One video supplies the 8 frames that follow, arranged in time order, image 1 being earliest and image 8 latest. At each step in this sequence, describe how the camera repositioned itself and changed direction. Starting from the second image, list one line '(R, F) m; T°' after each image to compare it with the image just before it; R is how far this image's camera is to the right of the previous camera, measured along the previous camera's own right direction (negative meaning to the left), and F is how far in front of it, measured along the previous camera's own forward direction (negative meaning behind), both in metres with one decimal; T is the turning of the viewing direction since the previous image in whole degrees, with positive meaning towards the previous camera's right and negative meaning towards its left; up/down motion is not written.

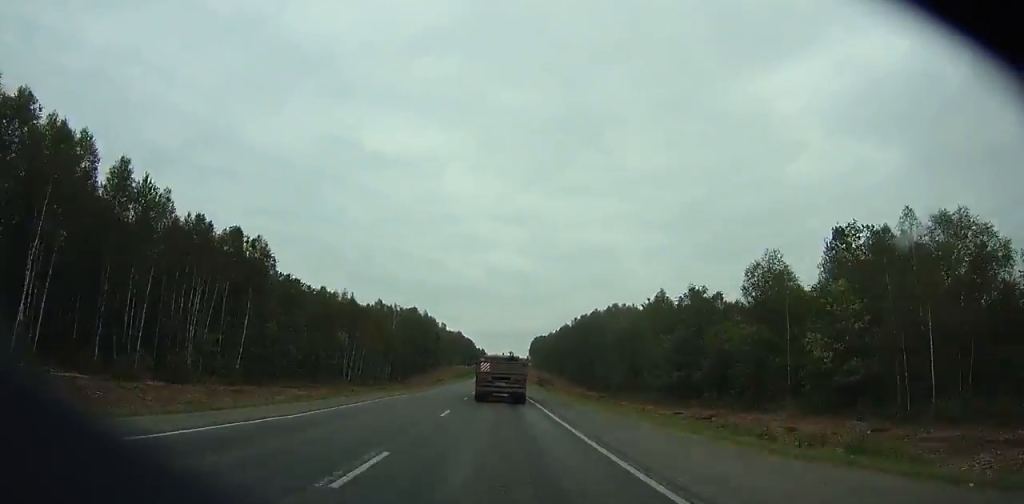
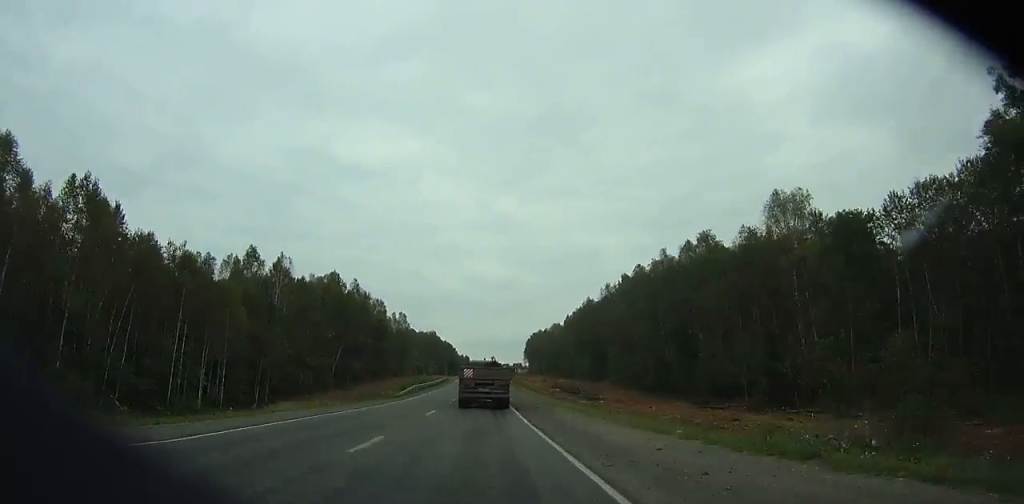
(0.0, +100.9) m; 0°
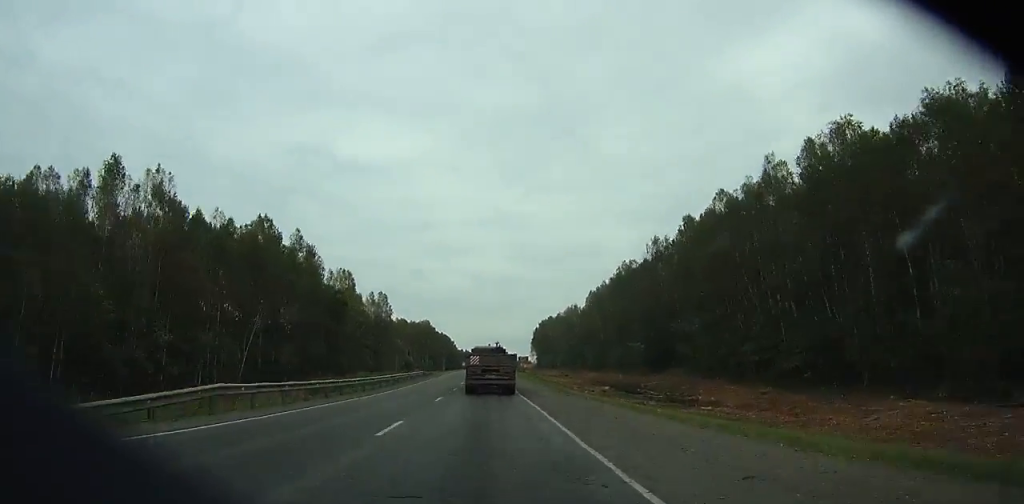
(0.0, +43.9) m; 0°
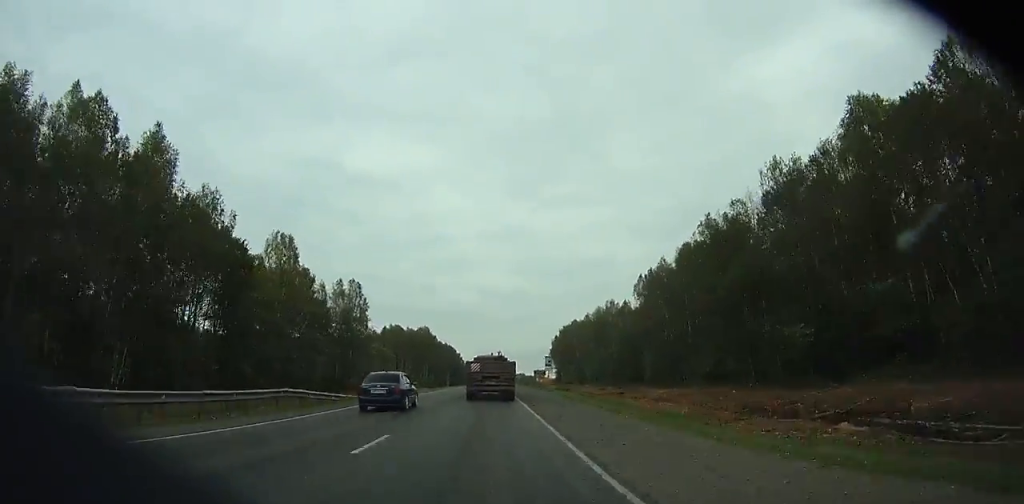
(+0.1, +47.9) m; 0°
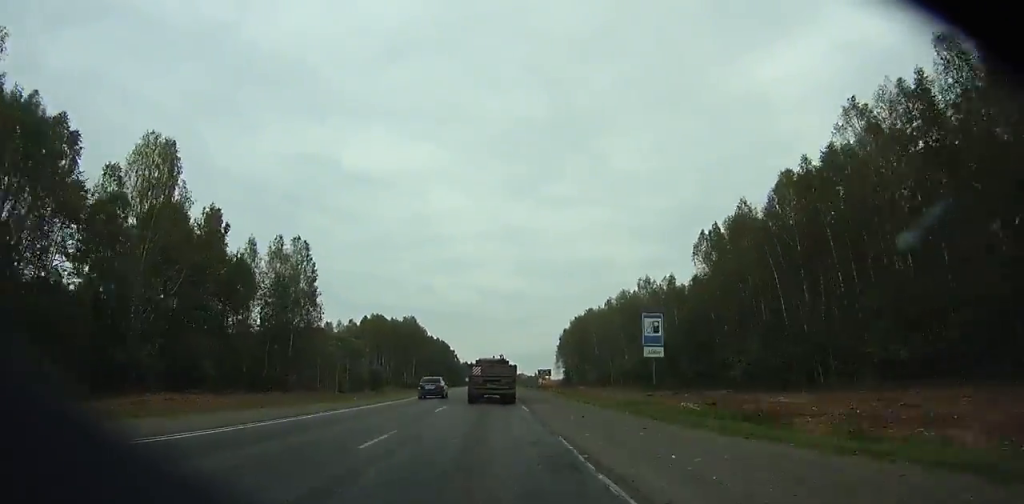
(+0.1, +37.5) m; 0°
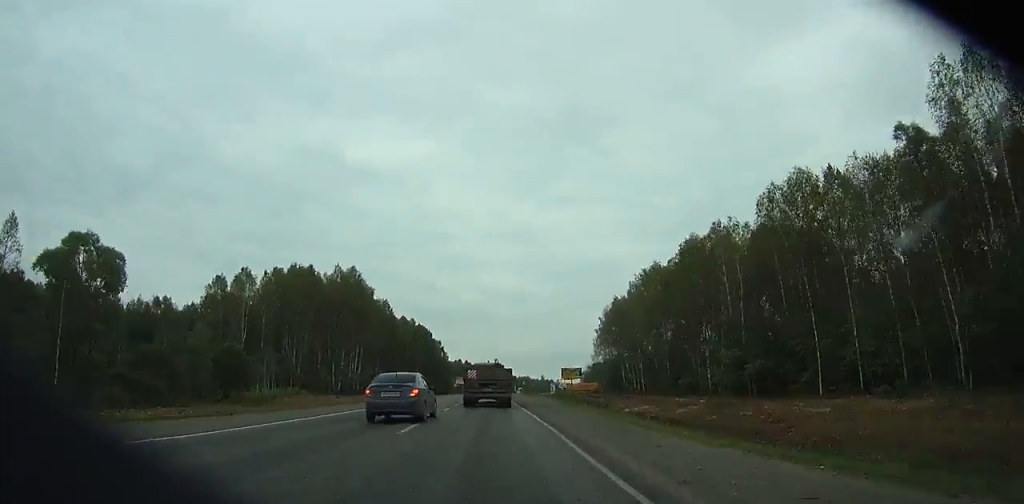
(-0.3, +94.5) m; 0°
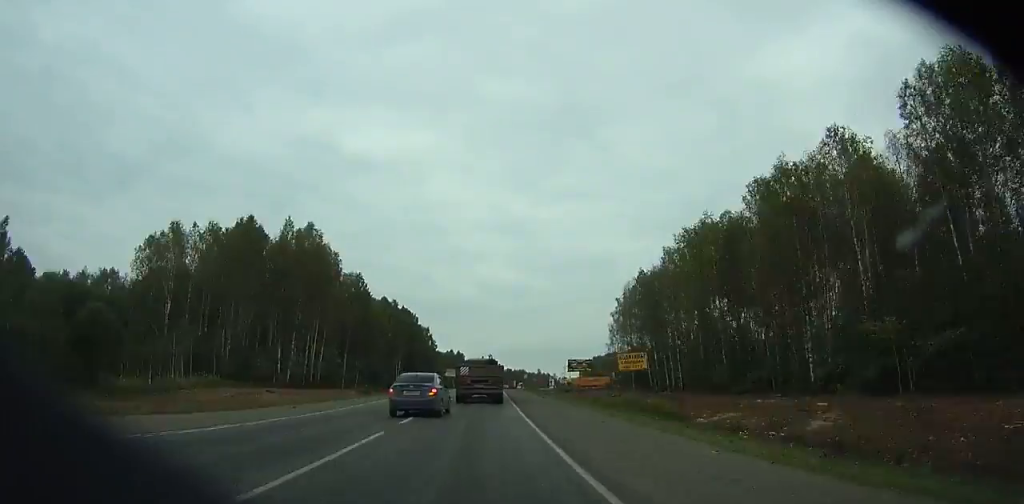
(-0.2, +27.5) m; 0°
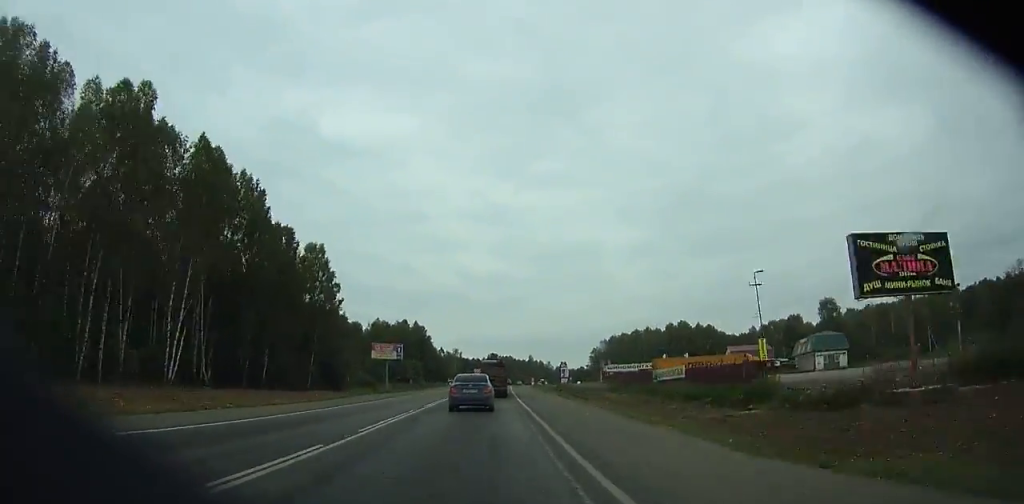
(+1.2, +126.6) m; +1°
